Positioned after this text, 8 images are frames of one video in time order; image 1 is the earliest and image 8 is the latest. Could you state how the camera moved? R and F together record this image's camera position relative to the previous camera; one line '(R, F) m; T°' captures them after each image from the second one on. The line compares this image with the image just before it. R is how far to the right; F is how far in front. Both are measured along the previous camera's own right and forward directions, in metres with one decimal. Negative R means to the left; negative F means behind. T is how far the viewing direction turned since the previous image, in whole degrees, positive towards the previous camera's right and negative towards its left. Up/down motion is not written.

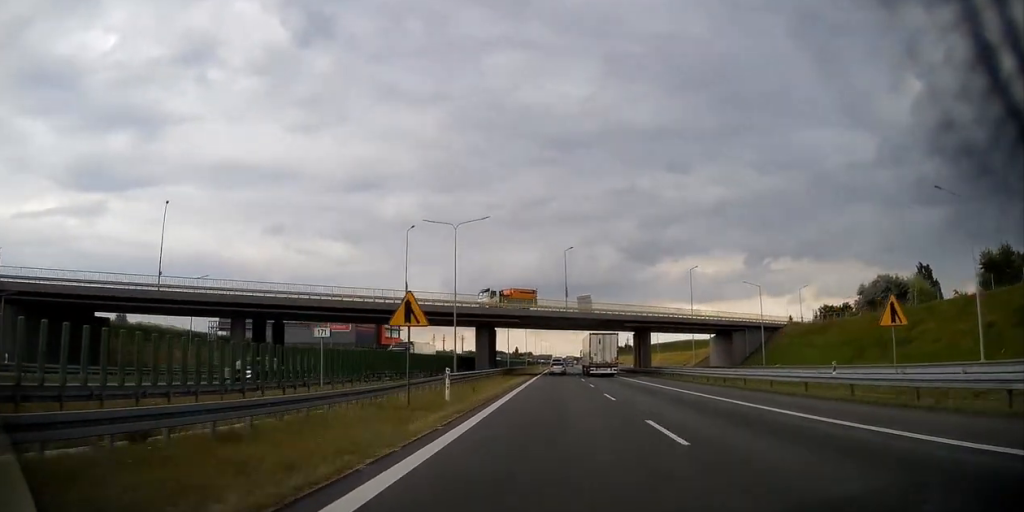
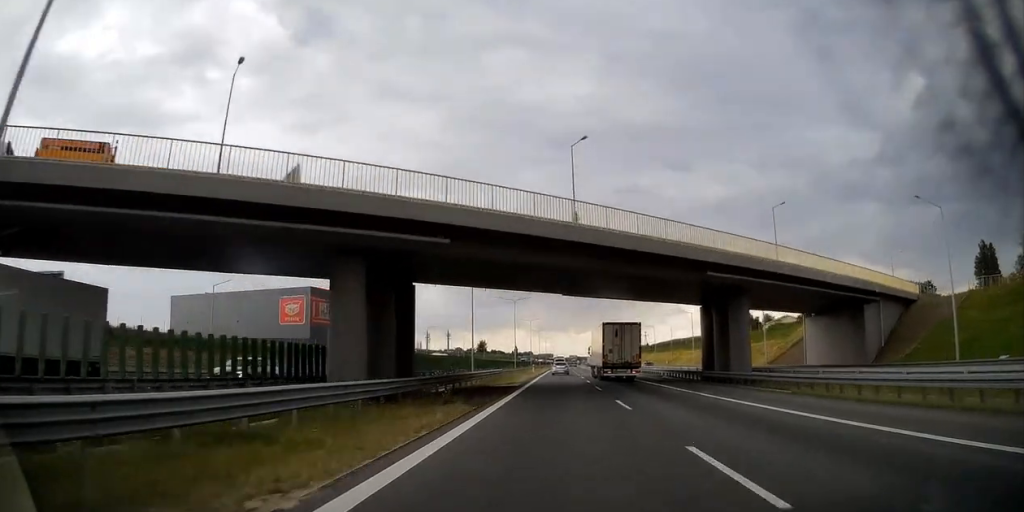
(-0.3, +40.0) m; -1°
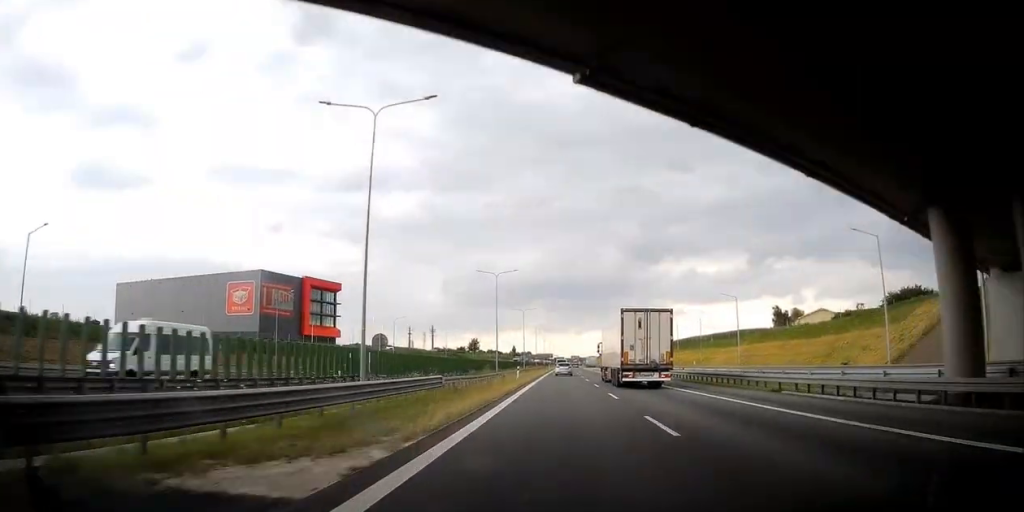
(-0.2, +30.1) m; 0°
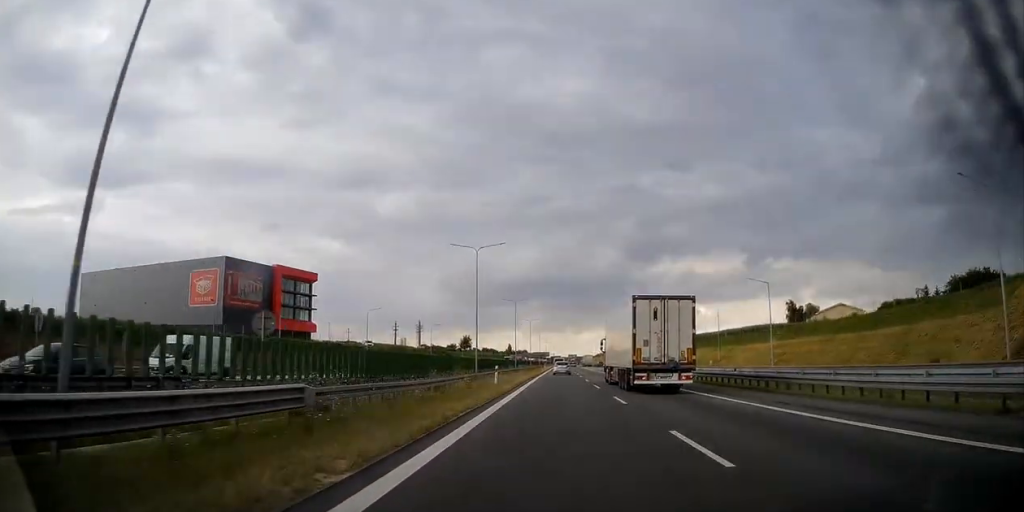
(+0.1, +15.1) m; 0°
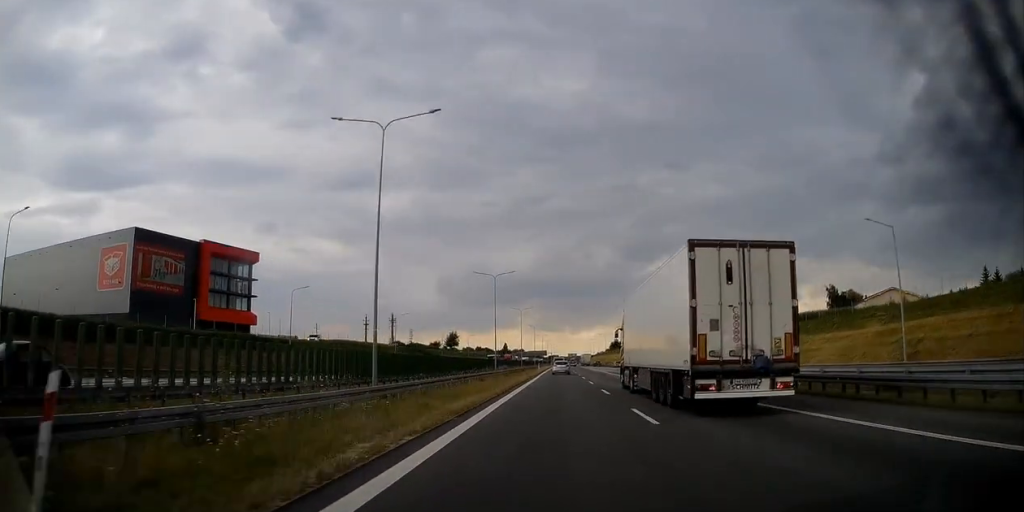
(+0.1, +30.4) m; +1°
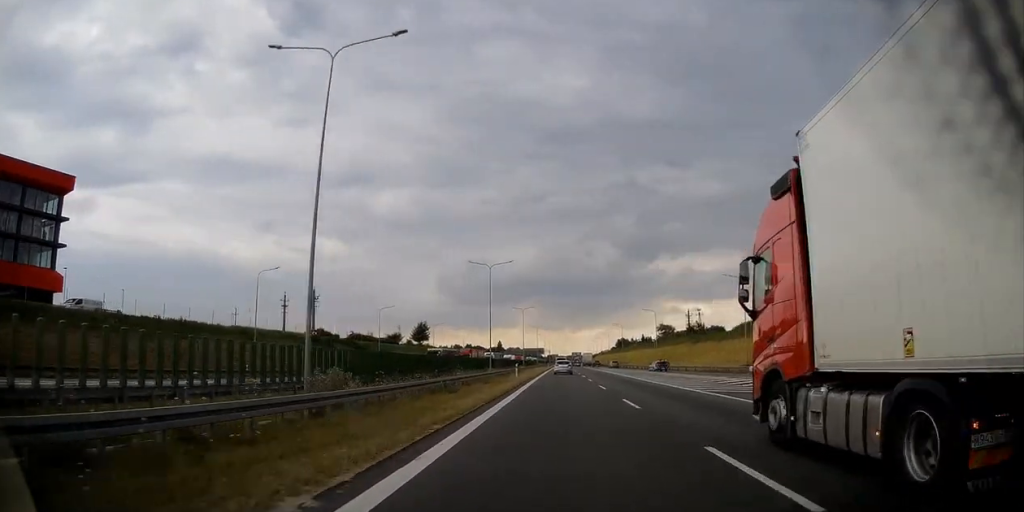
(+0.5, +55.2) m; 0°
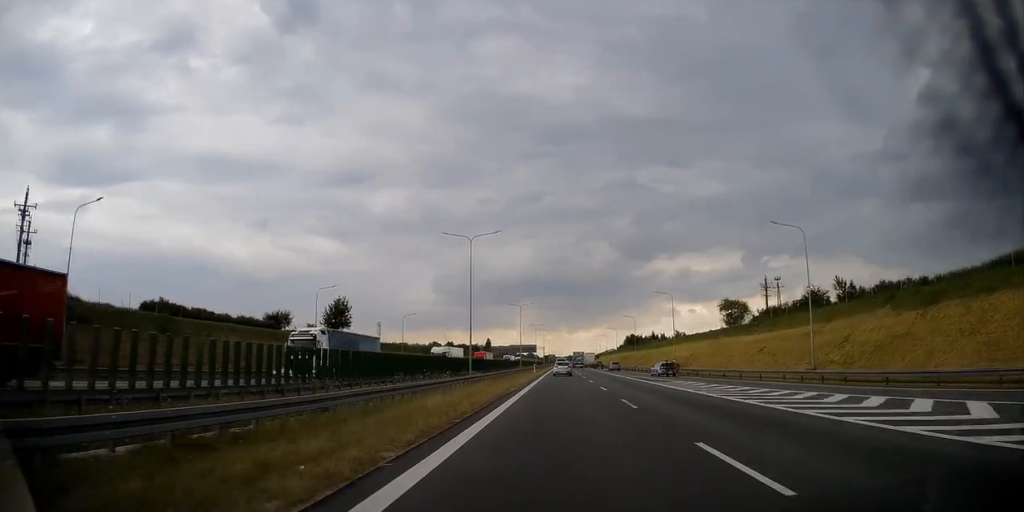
(-0.6, +70.7) m; 0°
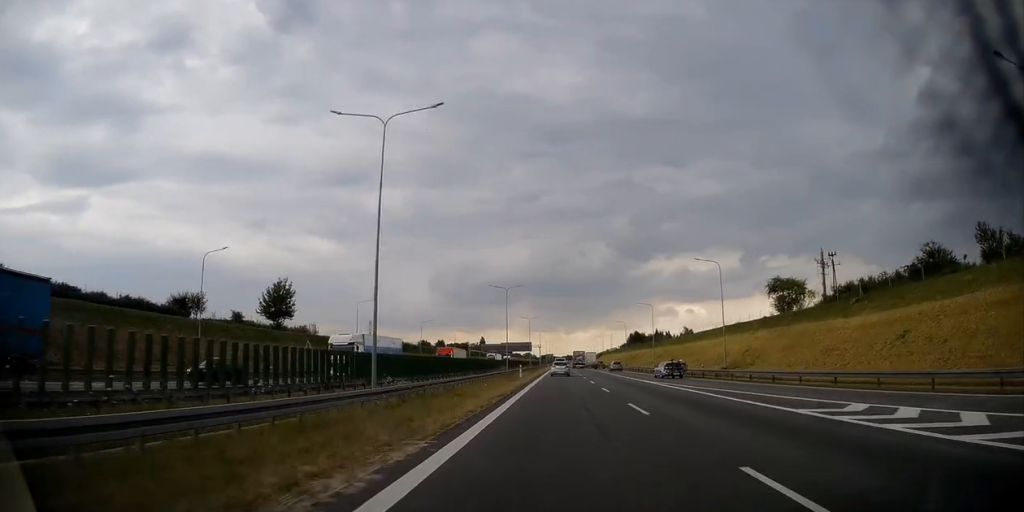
(+0.3, +26.0) m; 0°
